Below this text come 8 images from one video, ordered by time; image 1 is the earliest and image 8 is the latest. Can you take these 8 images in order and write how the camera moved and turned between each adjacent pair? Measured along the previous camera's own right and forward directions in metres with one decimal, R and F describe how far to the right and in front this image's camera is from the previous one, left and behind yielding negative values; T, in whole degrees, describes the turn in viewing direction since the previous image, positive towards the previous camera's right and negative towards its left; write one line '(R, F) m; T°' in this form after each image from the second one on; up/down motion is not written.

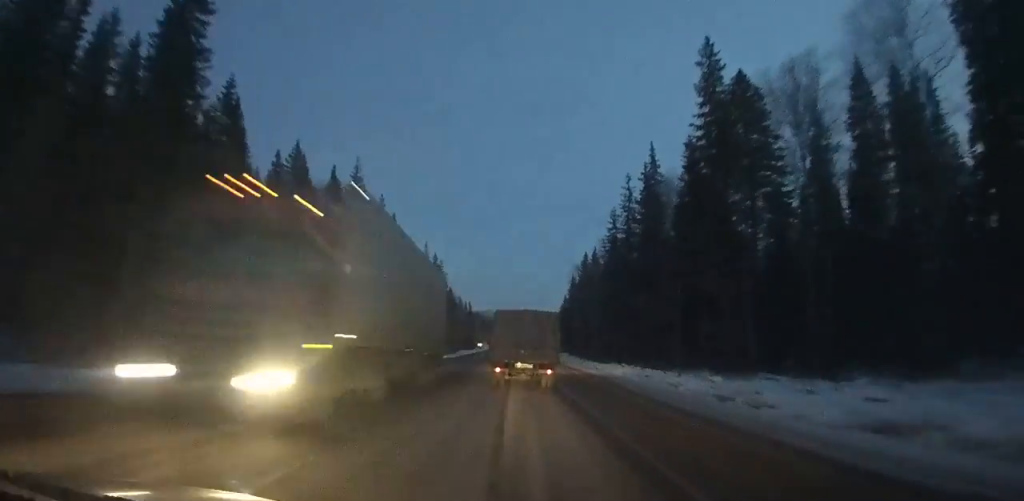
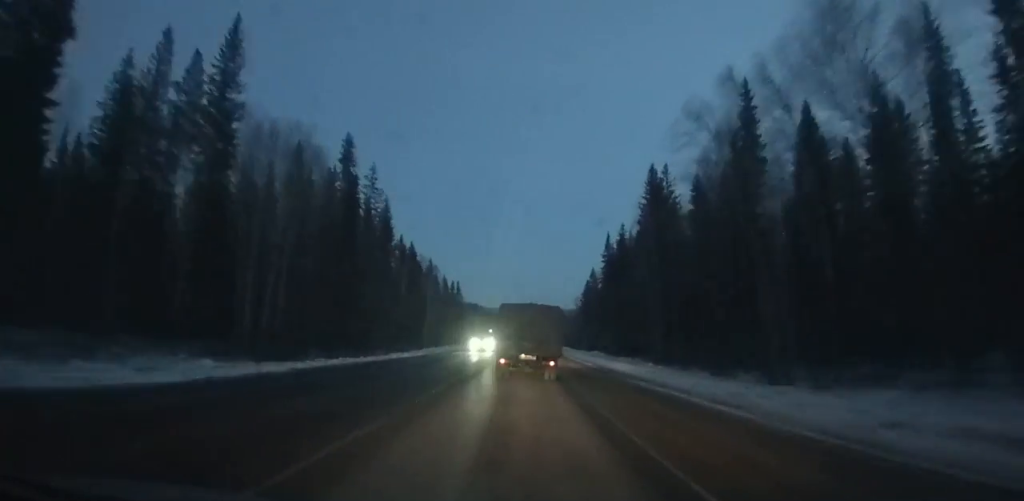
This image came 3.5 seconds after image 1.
(0.0, +59.7) m; 0°
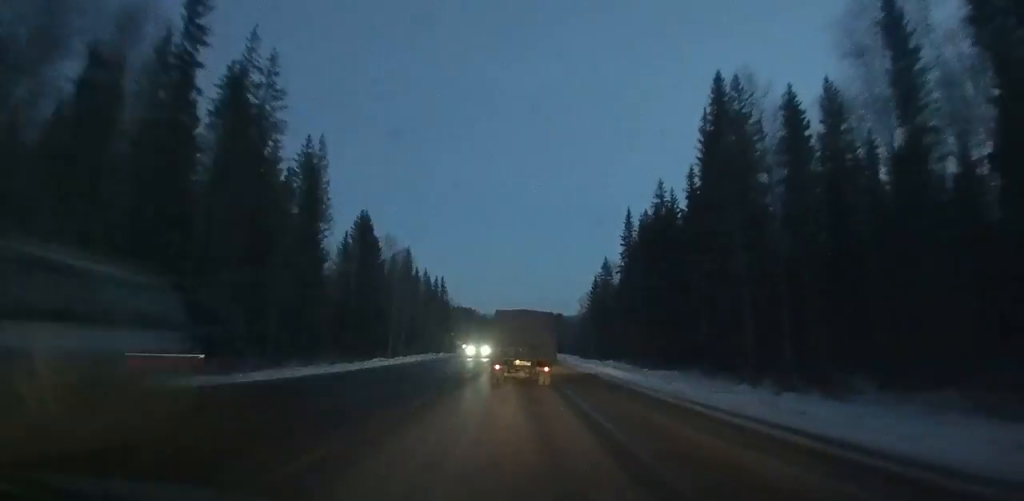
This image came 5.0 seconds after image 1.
(-0.1, +25.3) m; 0°
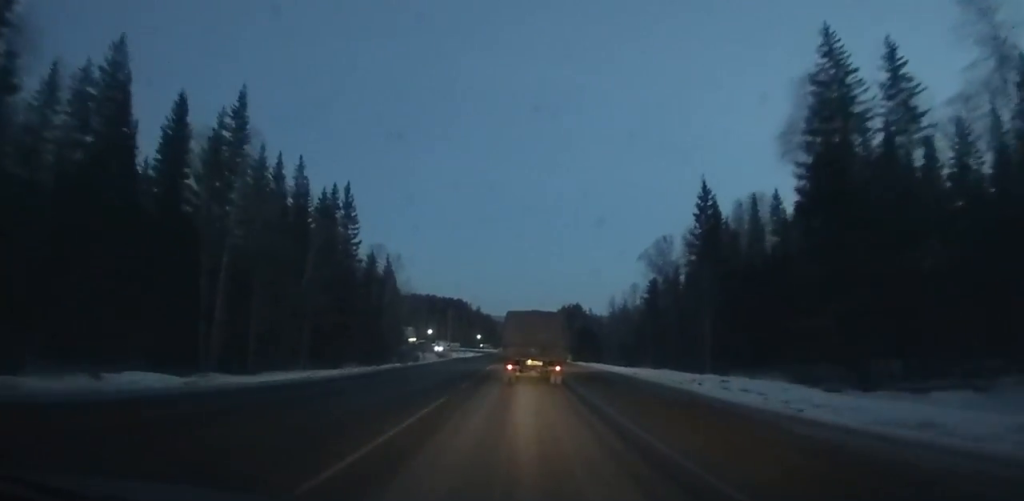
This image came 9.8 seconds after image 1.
(-0.5, +80.2) m; 0°
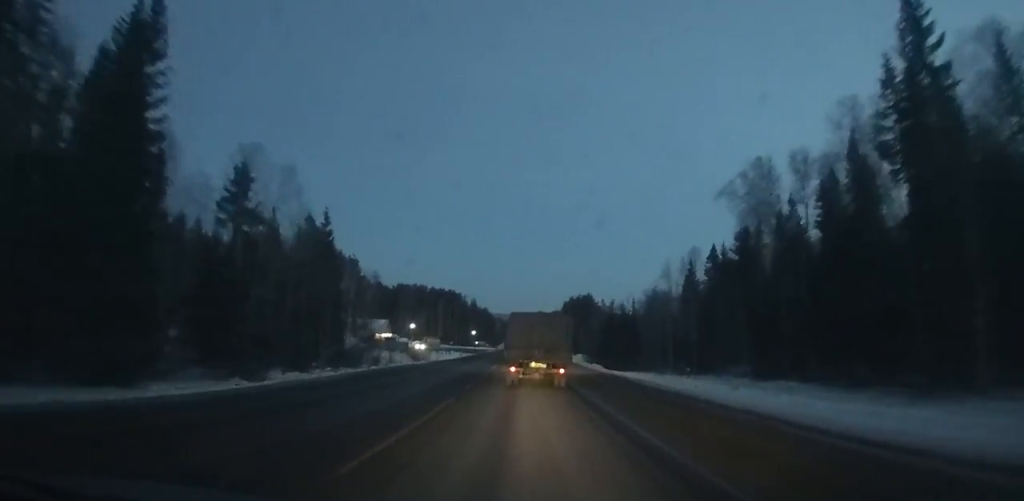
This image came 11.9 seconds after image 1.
(+0.3, +34.9) m; 0°
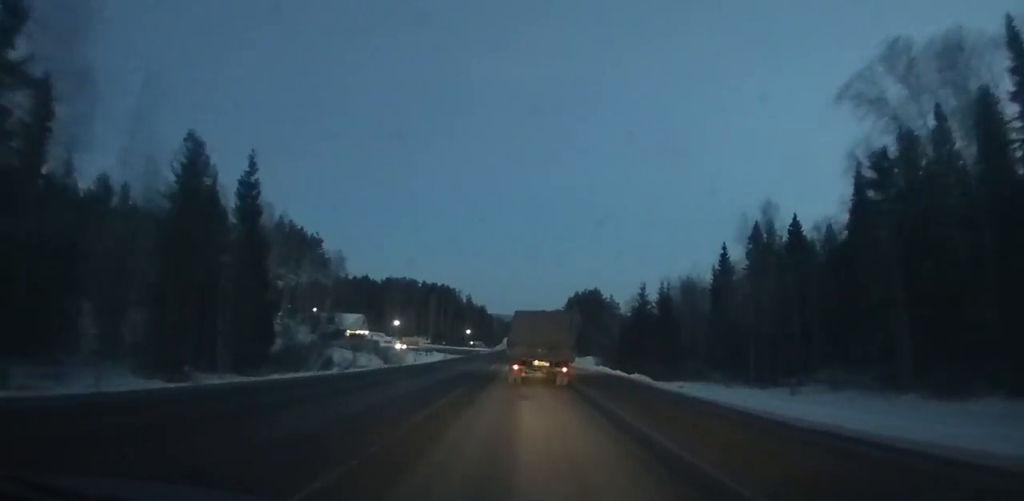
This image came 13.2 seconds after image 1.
(+0.1, +21.6) m; 0°
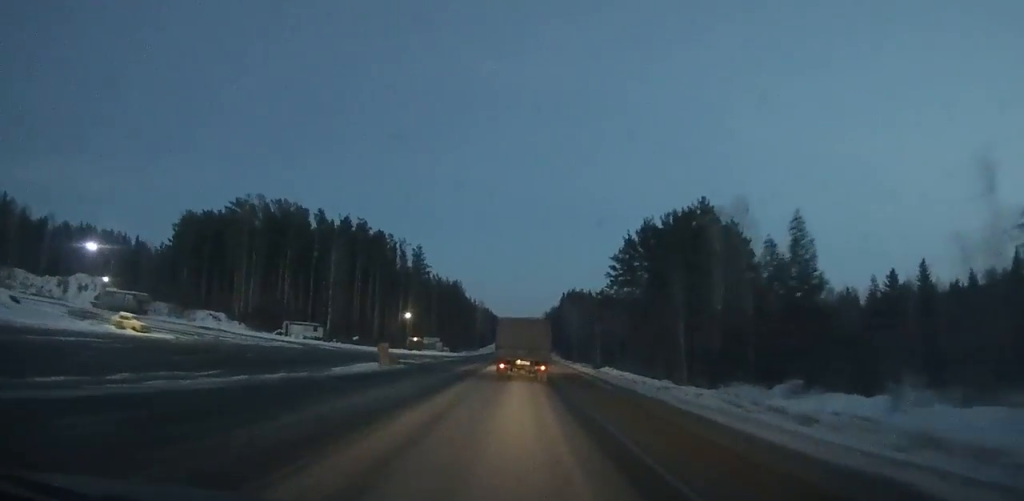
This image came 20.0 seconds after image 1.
(-0.1, +116.7) m; 0°
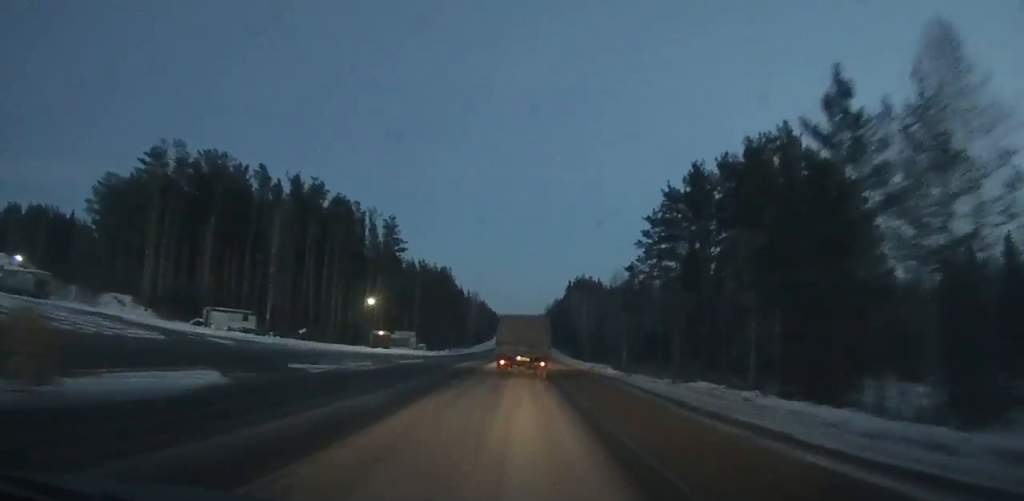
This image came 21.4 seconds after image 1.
(0.0, +25.1) m; 0°
